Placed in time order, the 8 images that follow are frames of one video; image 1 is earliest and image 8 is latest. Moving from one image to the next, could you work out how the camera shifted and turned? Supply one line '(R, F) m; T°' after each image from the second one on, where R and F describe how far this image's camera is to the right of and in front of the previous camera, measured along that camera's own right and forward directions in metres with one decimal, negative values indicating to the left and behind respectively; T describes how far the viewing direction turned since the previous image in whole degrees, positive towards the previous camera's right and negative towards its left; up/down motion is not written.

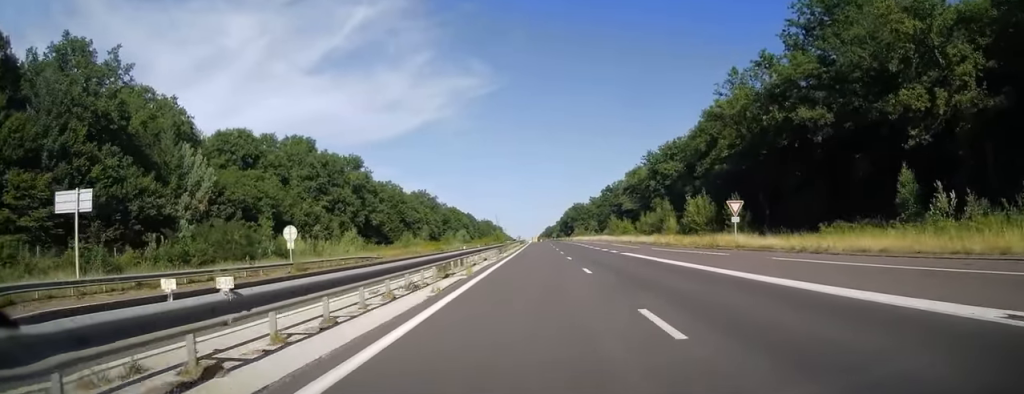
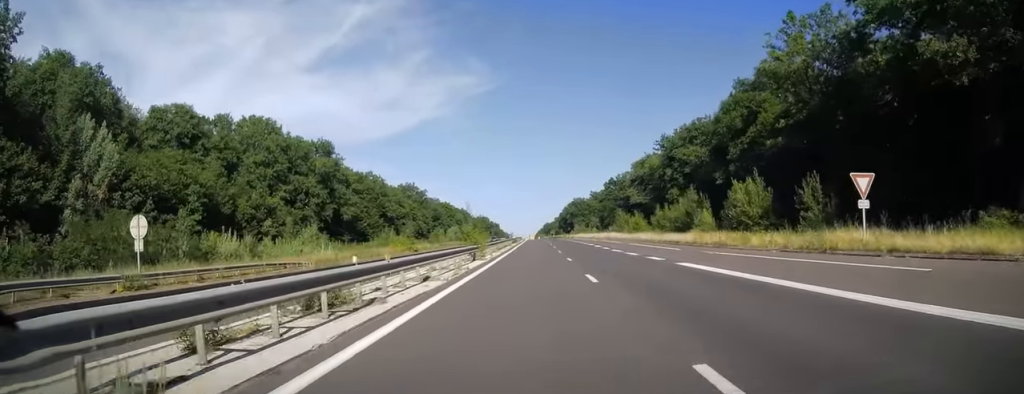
(0.0, +17.5) m; 0°
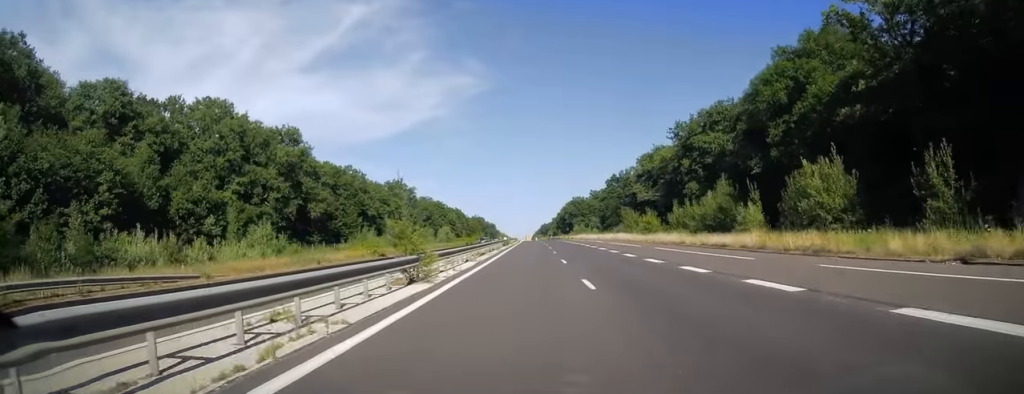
(0.0, +14.6) m; 0°
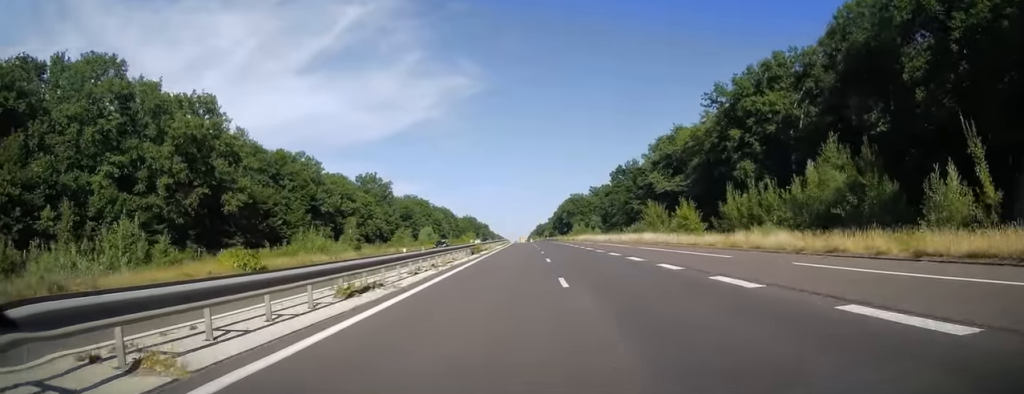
(0.0, +25.8) m; +1°
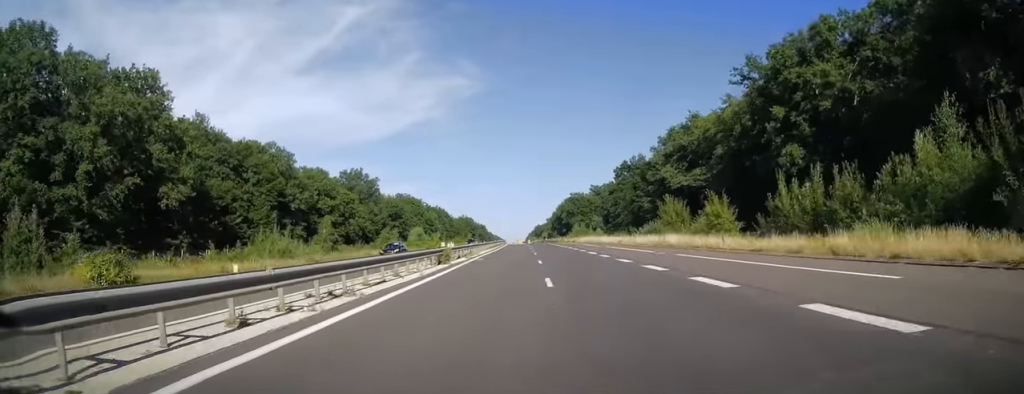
(+0.1, +12.6) m; 0°
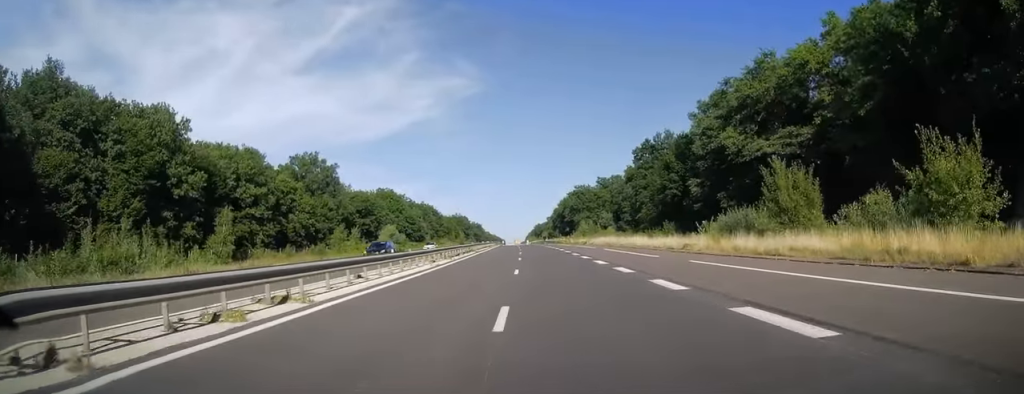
(+0.1, +32.6) m; 0°
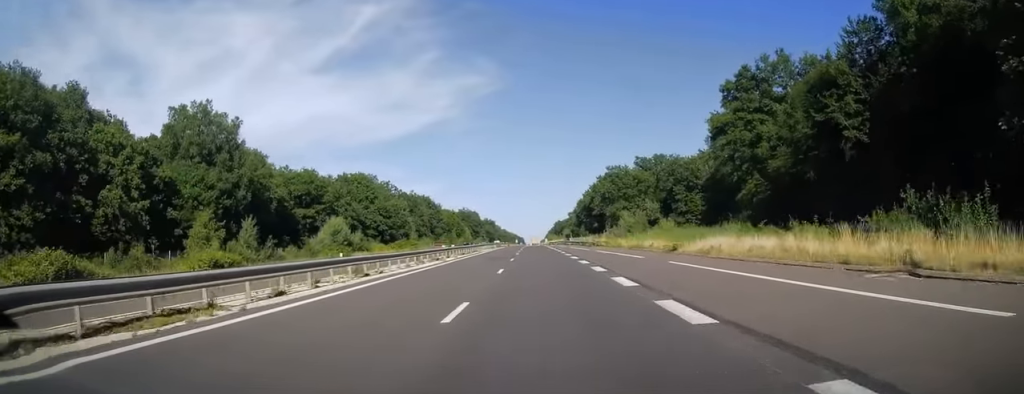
(-0.4, +51.1) m; -1°
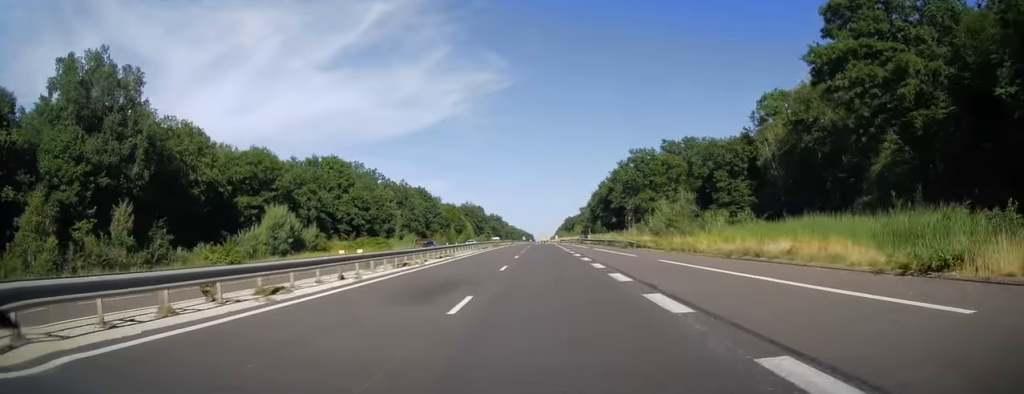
(0.0, +25.4) m; -1°
